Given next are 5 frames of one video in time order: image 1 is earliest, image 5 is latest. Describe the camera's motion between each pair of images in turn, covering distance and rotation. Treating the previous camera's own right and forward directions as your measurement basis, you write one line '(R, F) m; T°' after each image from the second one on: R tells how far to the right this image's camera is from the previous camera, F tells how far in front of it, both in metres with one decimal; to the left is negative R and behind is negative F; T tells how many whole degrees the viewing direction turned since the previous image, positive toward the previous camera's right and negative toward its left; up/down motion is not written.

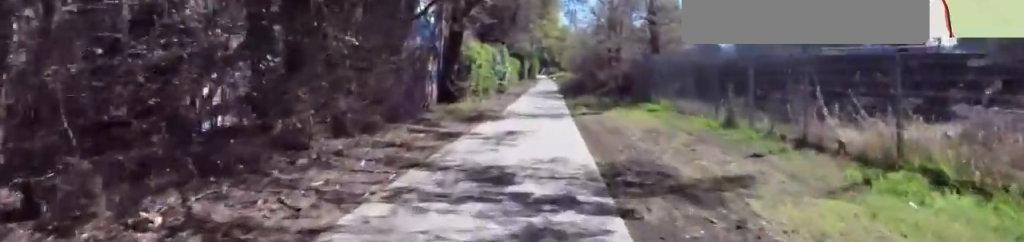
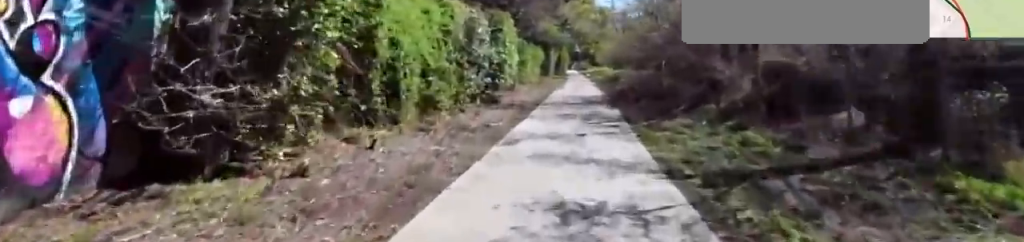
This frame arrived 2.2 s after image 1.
(-0.4, +15.4) m; 0°
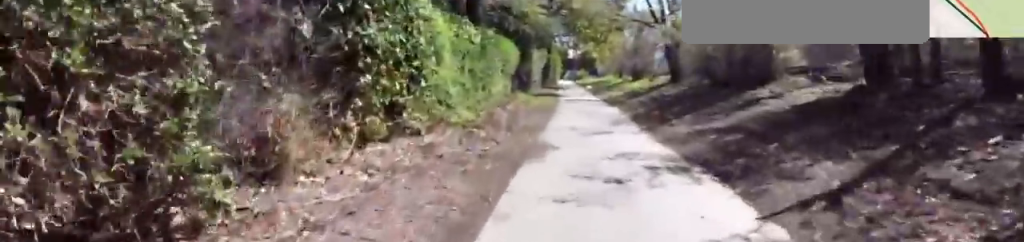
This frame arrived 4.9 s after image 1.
(+0.9, +19.4) m; +3°
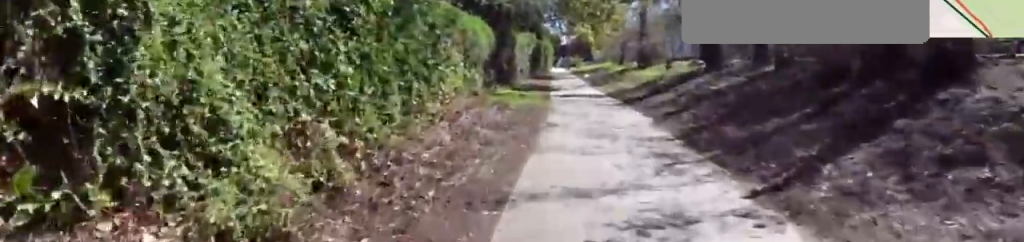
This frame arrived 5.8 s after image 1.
(0.0, +6.8) m; 0°
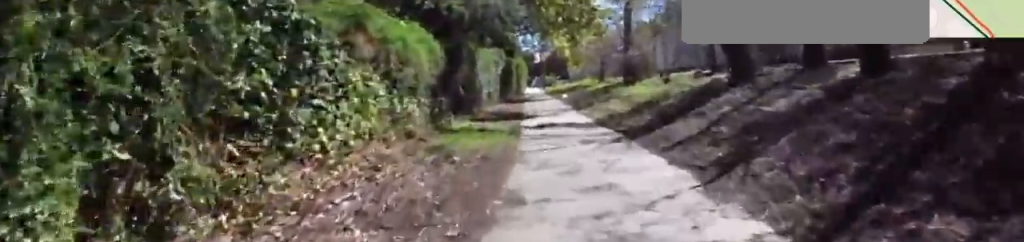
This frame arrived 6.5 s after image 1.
(0.0, +4.7) m; 0°
